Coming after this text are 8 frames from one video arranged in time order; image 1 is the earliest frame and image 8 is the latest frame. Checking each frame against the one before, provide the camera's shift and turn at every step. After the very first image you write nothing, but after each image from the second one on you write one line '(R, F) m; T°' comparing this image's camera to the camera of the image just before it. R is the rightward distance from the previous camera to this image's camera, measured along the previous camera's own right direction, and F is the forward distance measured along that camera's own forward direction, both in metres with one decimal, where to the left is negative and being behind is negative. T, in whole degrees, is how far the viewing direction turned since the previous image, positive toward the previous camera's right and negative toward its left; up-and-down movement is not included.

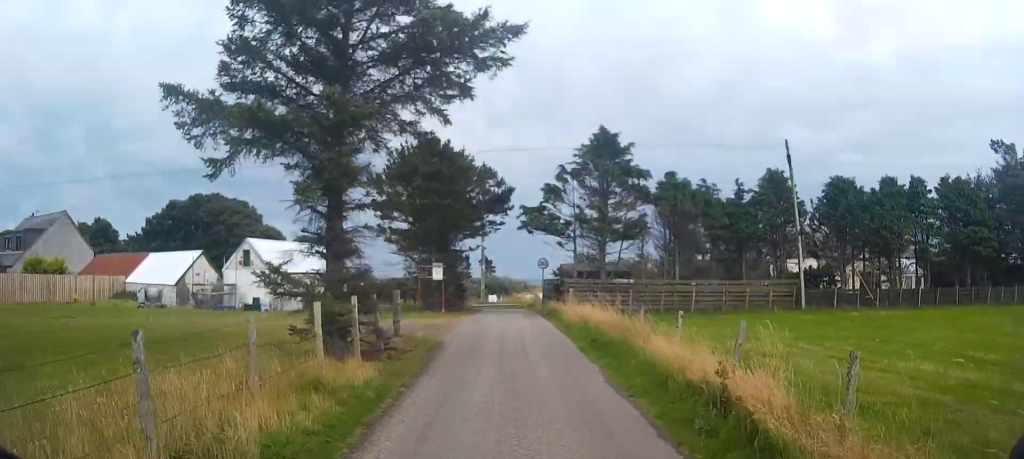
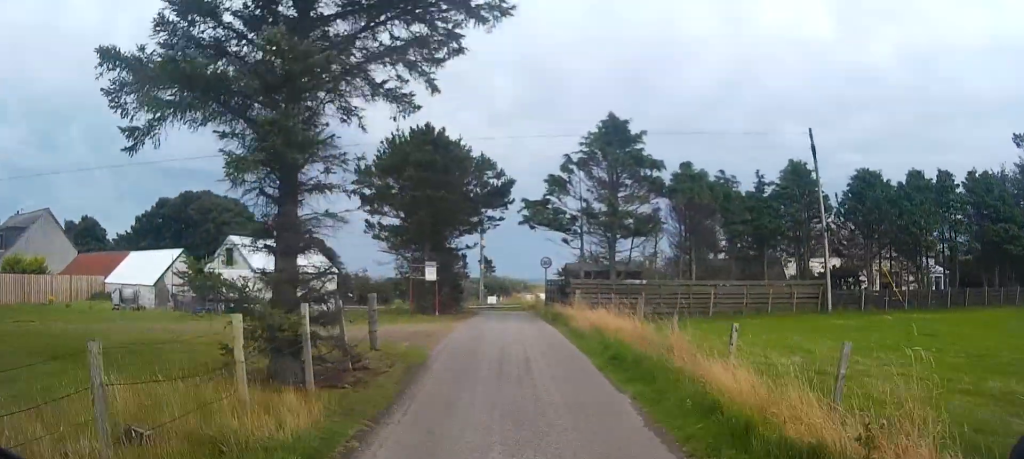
(0.0, +2.5) m; 0°
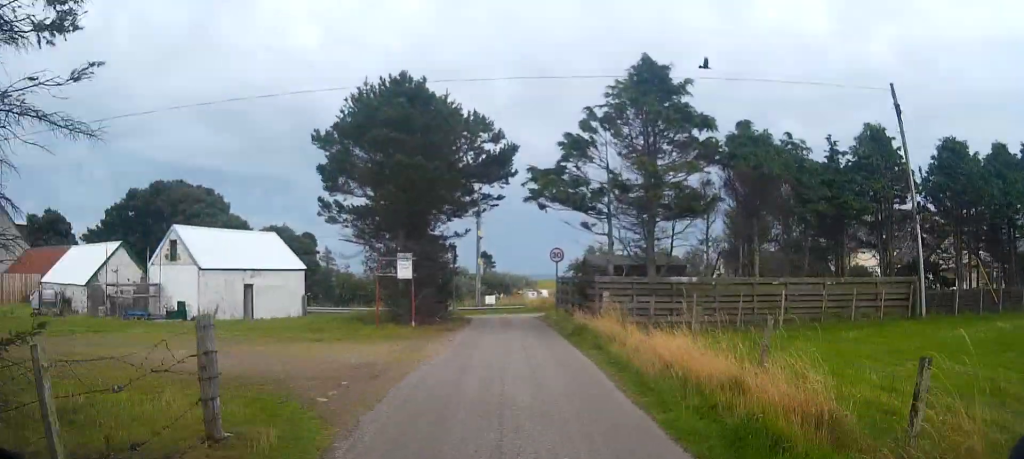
(0.0, +6.7) m; 0°
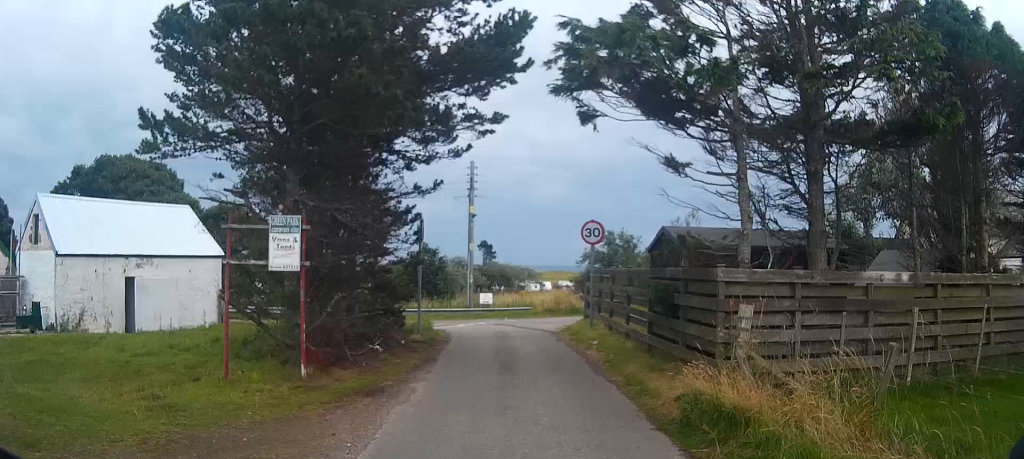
(+0.1, +10.8) m; +1°
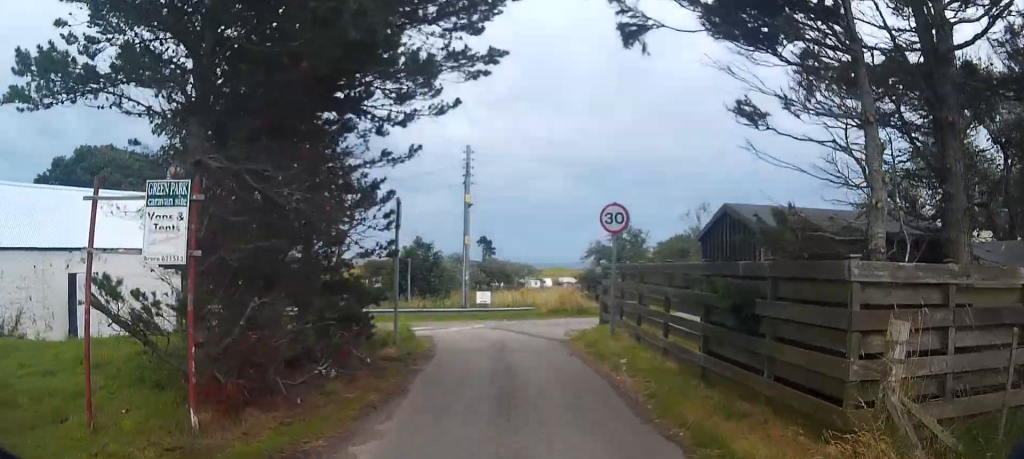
(+0.1, +3.3) m; -1°
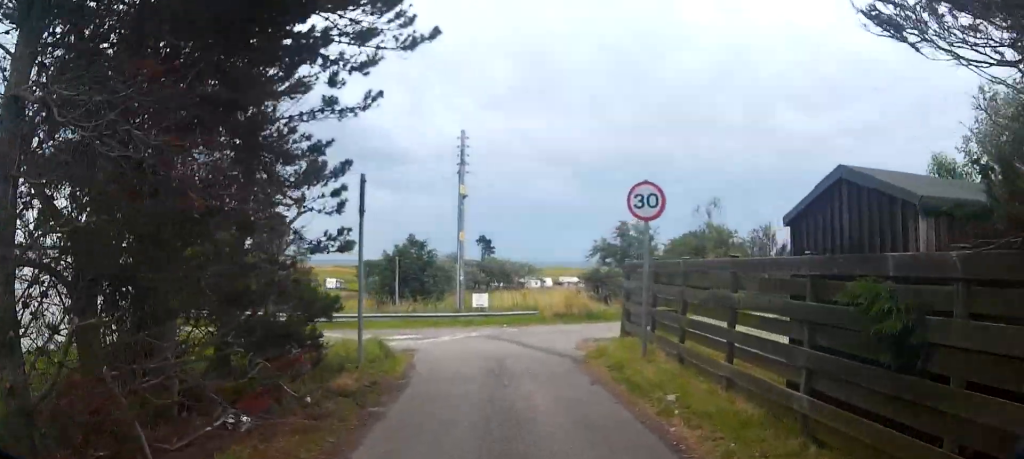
(-0.2, +2.8) m; -1°
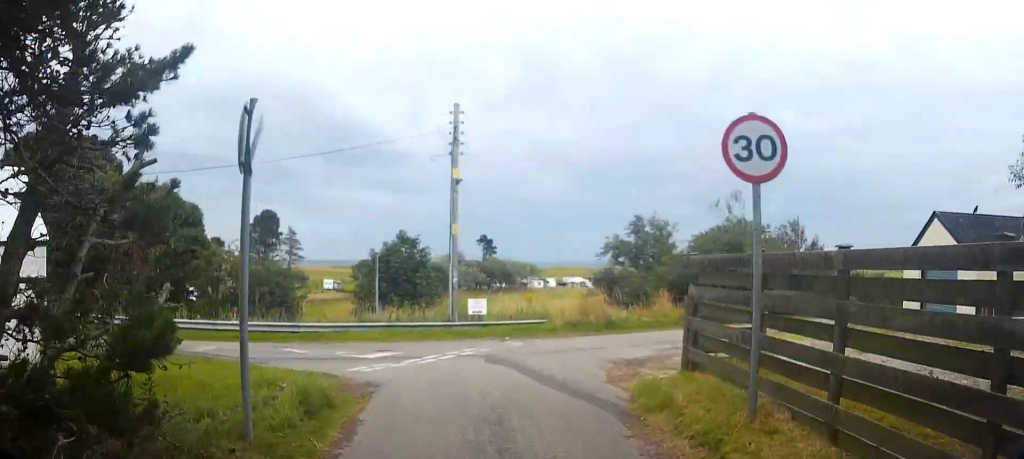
(0.0, +3.9) m; +2°
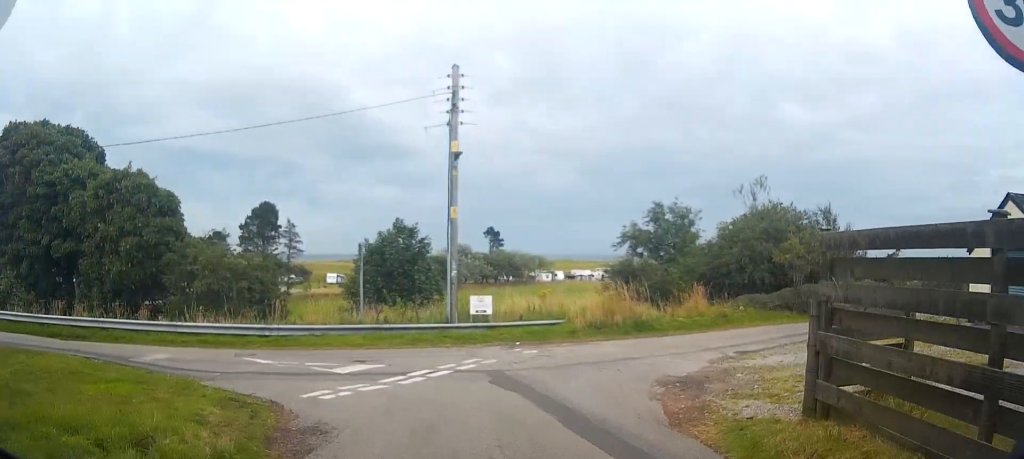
(+0.1, +3.0) m; -3°
